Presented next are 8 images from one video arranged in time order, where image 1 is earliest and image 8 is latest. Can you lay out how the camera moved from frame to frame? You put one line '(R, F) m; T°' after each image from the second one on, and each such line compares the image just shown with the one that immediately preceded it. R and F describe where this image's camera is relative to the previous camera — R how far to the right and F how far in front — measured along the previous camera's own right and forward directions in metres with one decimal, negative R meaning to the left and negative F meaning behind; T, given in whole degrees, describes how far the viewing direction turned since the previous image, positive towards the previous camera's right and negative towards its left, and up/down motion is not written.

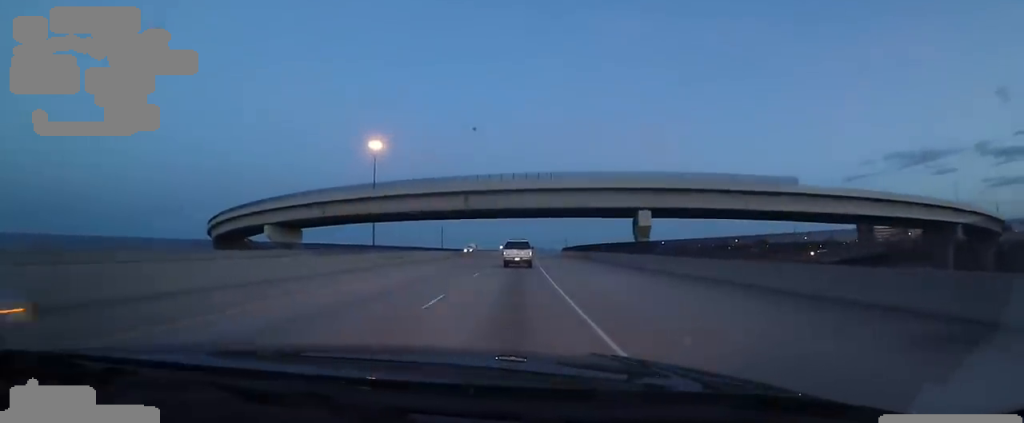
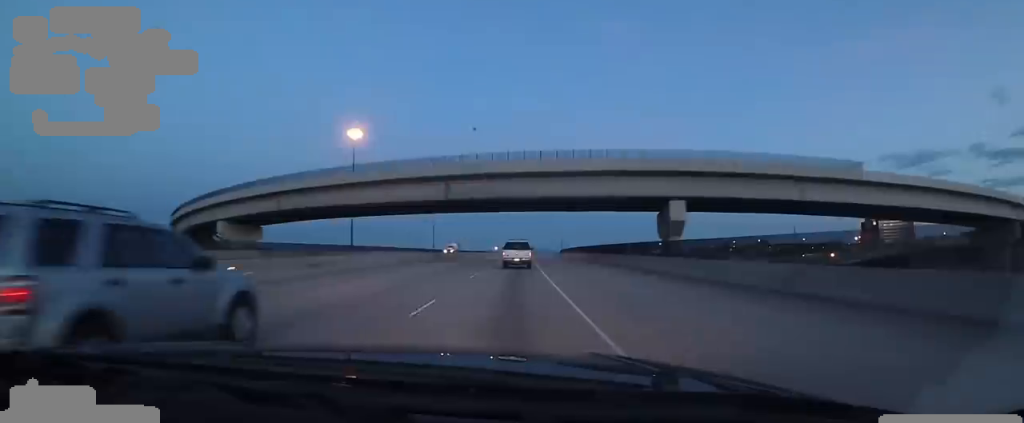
(0.0, +13.1) m; 0°
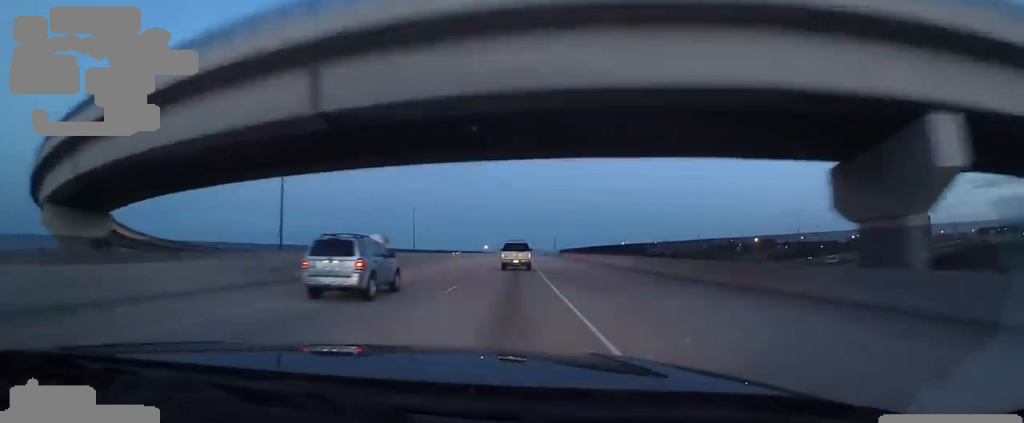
(+0.2, +31.0) m; +4°
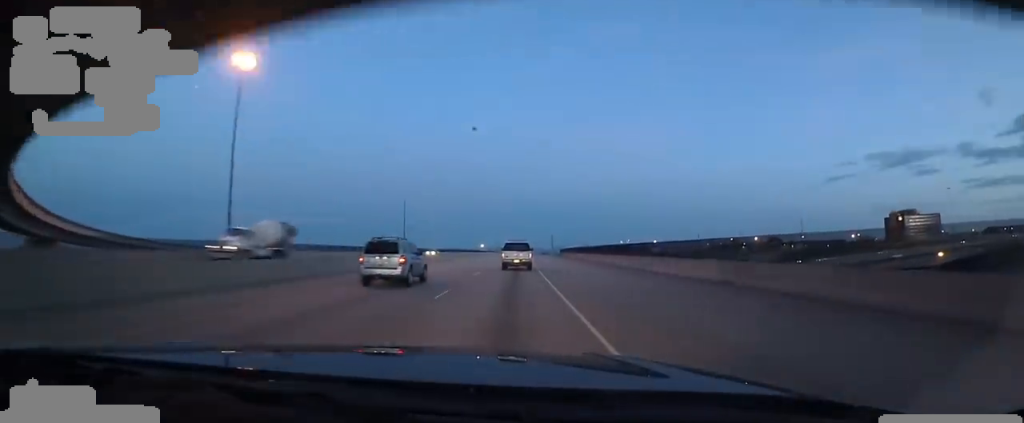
(+0.9, +14.4) m; 0°
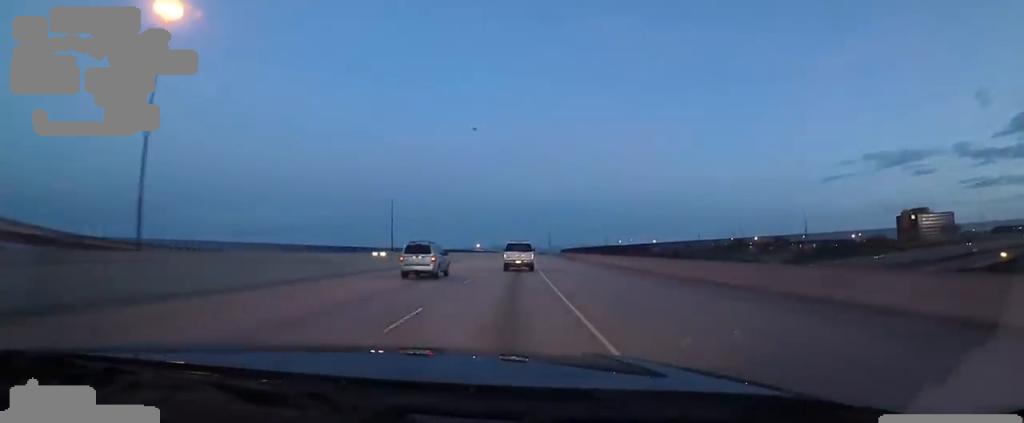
(+0.2, +17.0) m; 0°
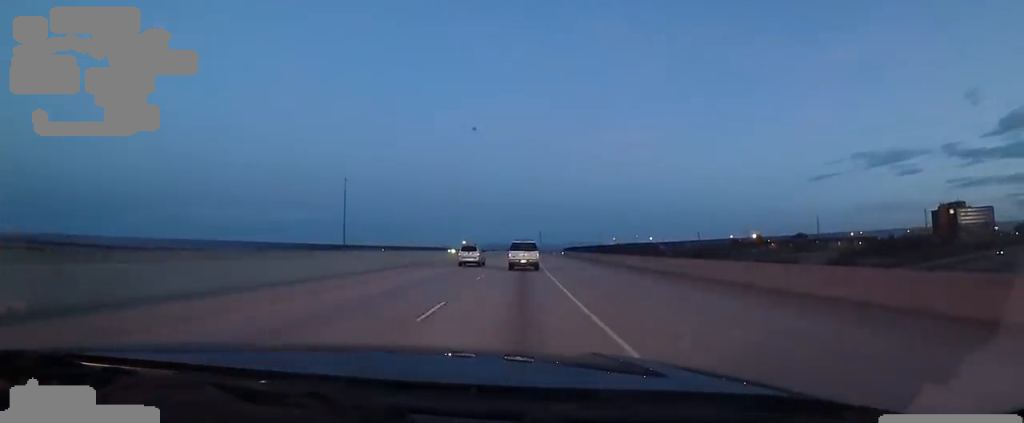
(-0.6, +47.7) m; 0°
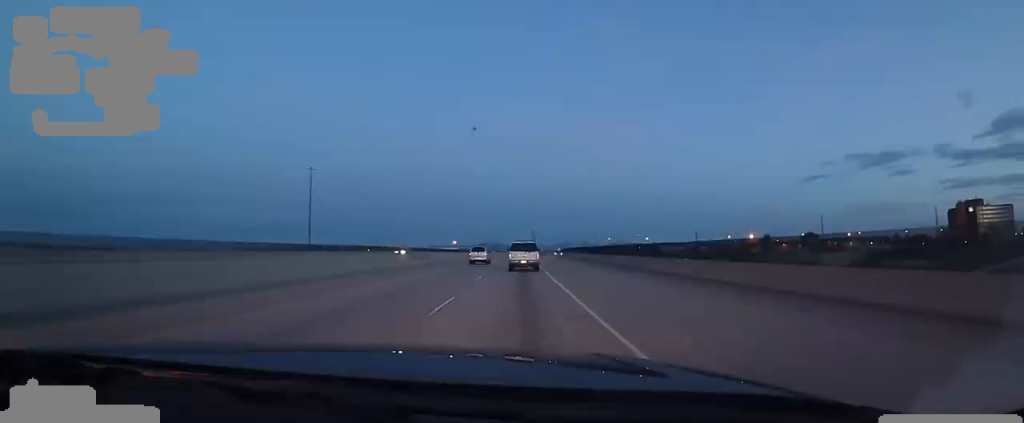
(-0.3, +22.5) m; +1°
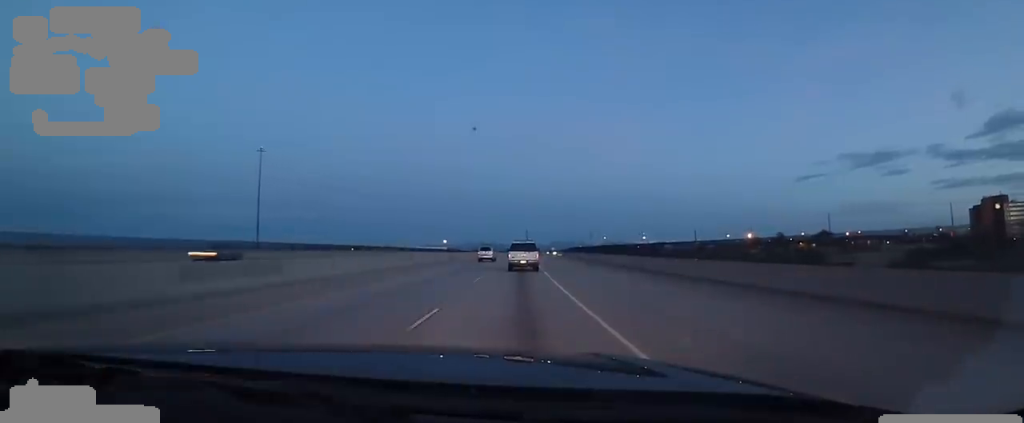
(+0.7, +26.2) m; +1°
